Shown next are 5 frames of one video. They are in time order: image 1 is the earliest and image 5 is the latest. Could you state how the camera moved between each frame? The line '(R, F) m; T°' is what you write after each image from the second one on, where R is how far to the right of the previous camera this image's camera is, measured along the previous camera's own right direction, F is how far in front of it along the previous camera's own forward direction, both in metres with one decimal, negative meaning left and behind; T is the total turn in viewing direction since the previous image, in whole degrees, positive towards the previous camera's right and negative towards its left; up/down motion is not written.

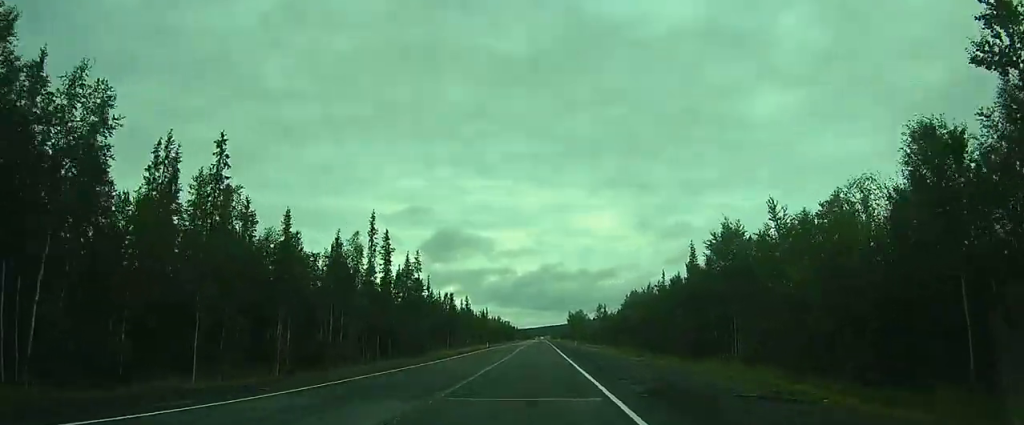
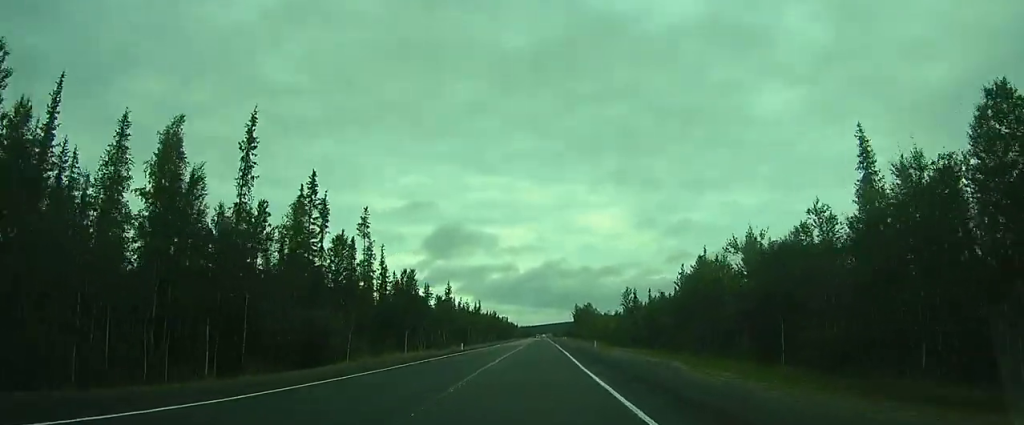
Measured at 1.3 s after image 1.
(0.0, +29.5) m; 0°
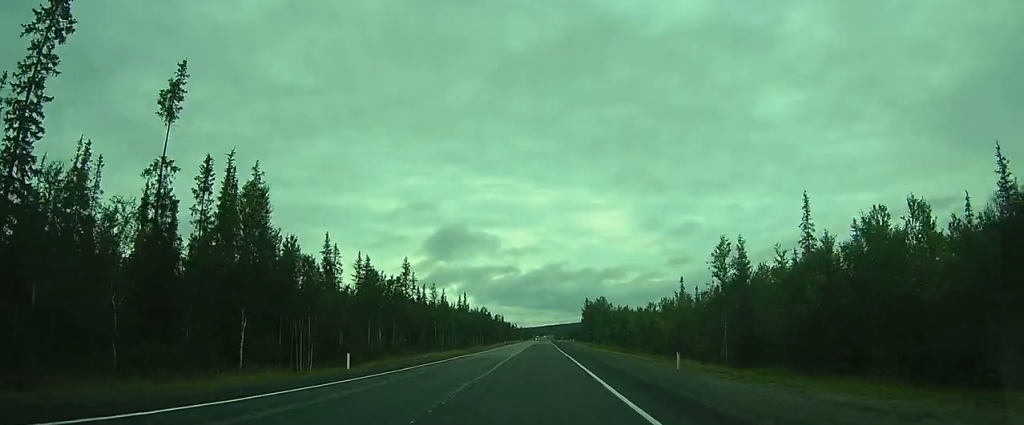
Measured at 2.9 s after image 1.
(-0.1, +35.7) m; 0°
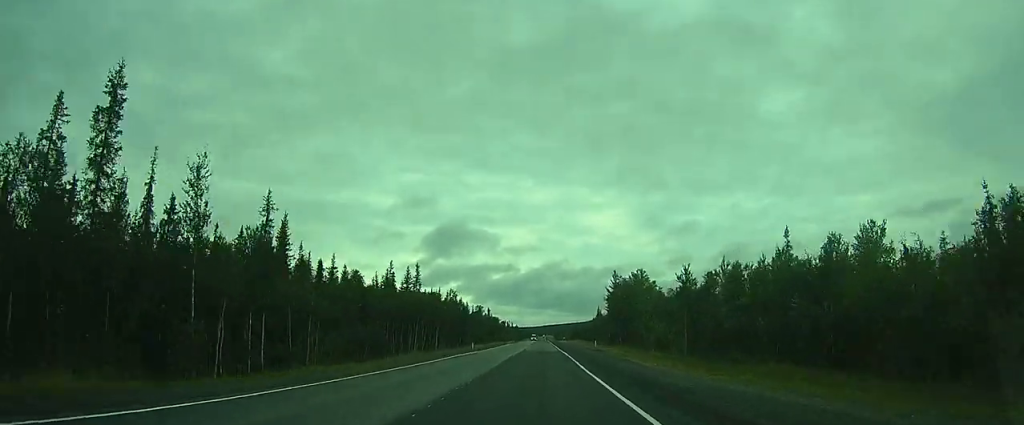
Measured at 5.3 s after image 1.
(0.0, +55.1) m; 0°
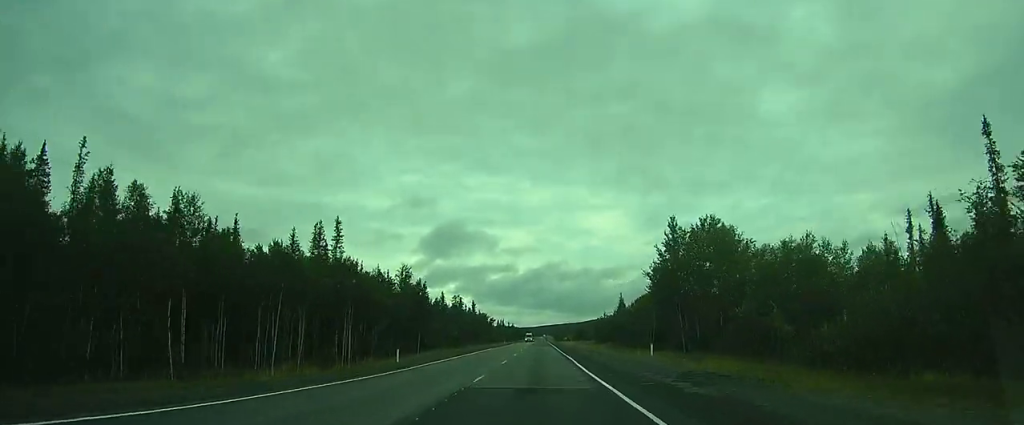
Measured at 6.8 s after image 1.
(0.0, +36.0) m; 0°
